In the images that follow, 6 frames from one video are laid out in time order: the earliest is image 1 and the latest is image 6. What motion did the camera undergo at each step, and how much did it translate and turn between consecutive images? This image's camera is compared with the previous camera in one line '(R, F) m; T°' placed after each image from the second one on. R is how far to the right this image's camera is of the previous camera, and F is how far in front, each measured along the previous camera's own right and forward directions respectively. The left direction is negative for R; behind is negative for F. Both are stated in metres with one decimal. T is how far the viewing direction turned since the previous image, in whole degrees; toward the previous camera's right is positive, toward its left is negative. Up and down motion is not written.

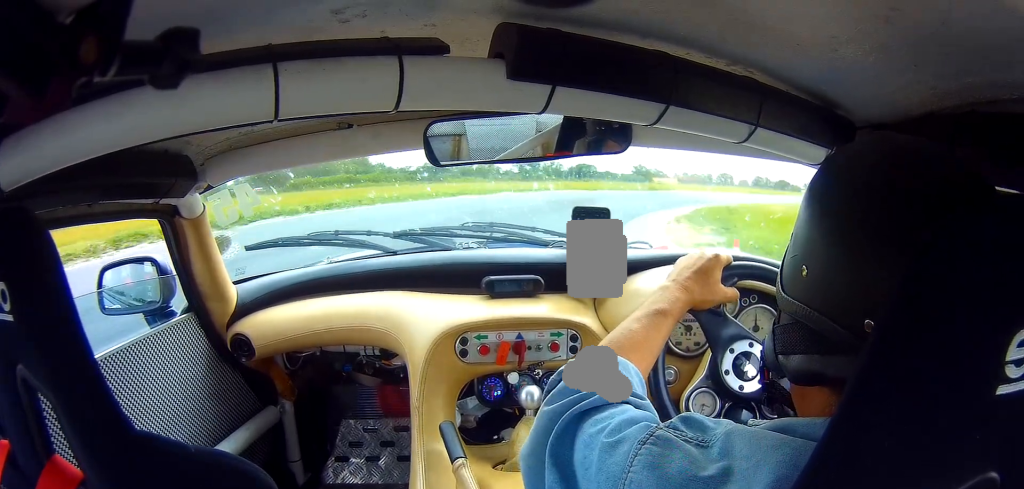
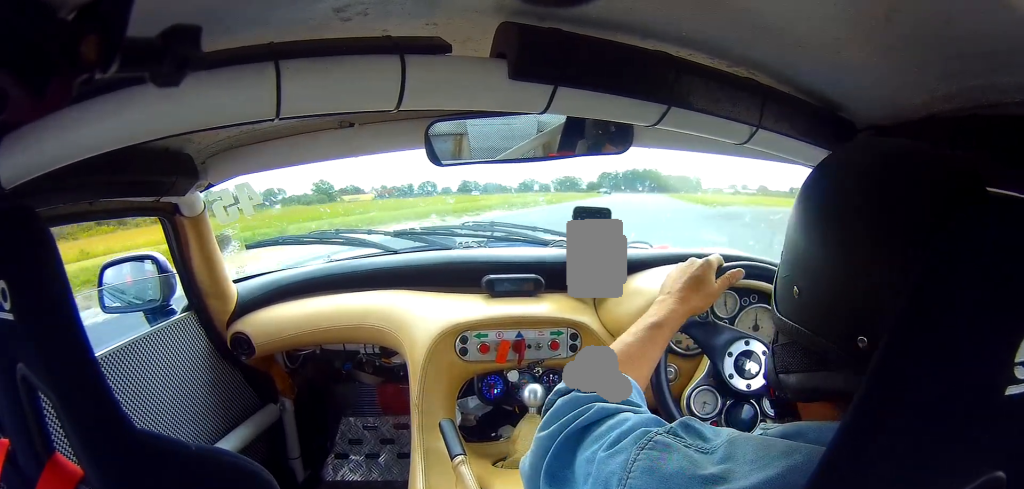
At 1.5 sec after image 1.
(+12.0, +41.0) m; +26°
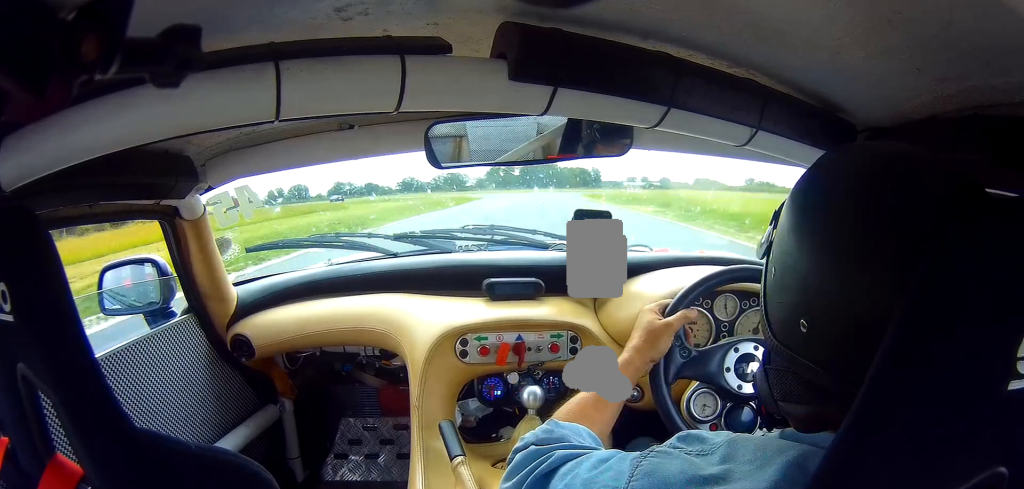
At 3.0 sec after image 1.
(+4.4, +43.0) m; +6°
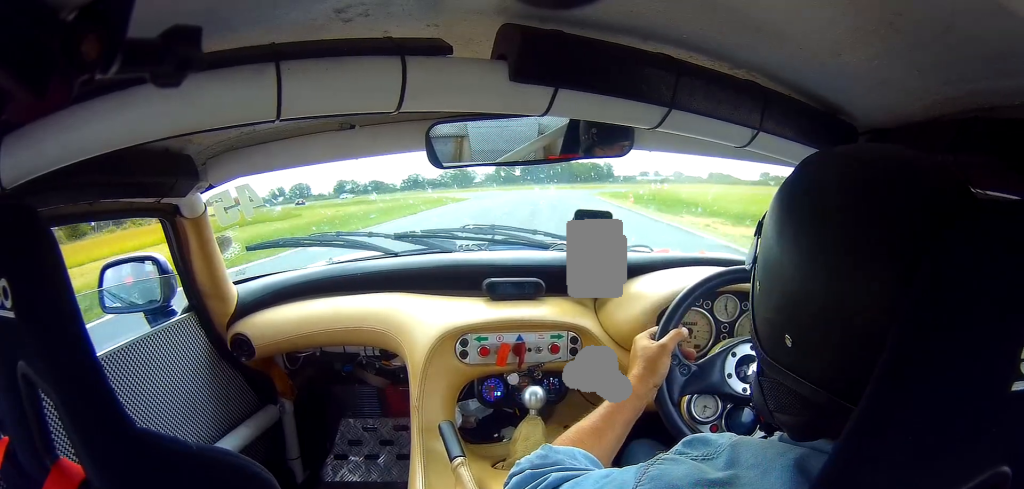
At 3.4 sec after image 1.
(-0.1, +12.7) m; -3°
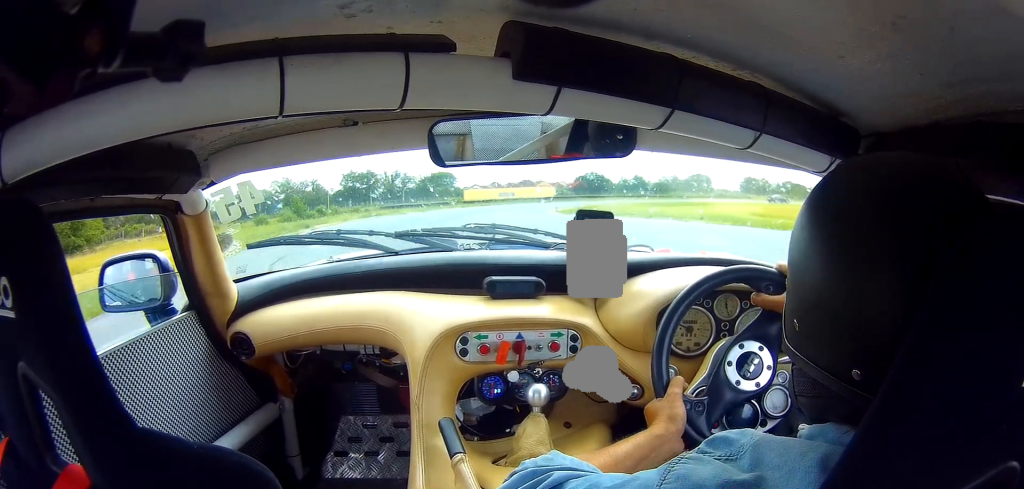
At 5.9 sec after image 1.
(-16.5, +61.6) m; -34°
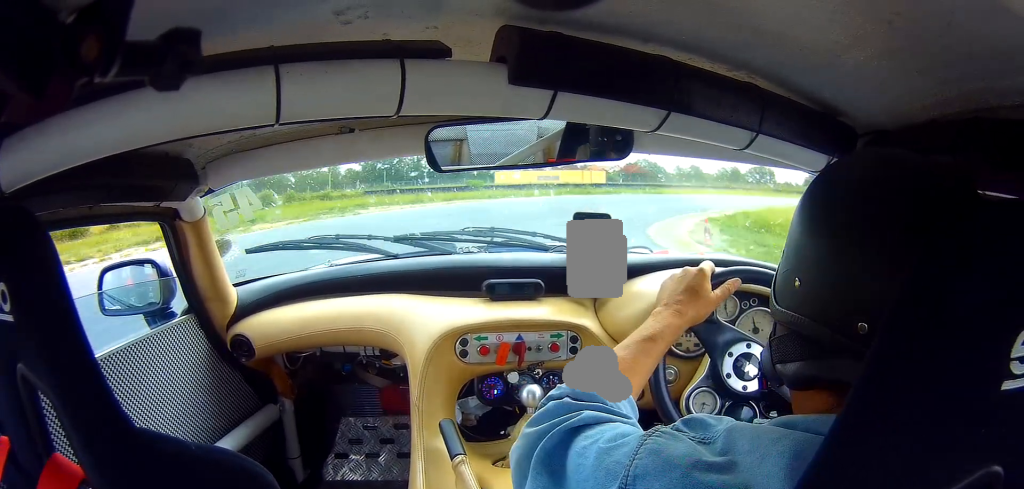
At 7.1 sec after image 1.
(-0.8, +28.2) m; +7°
